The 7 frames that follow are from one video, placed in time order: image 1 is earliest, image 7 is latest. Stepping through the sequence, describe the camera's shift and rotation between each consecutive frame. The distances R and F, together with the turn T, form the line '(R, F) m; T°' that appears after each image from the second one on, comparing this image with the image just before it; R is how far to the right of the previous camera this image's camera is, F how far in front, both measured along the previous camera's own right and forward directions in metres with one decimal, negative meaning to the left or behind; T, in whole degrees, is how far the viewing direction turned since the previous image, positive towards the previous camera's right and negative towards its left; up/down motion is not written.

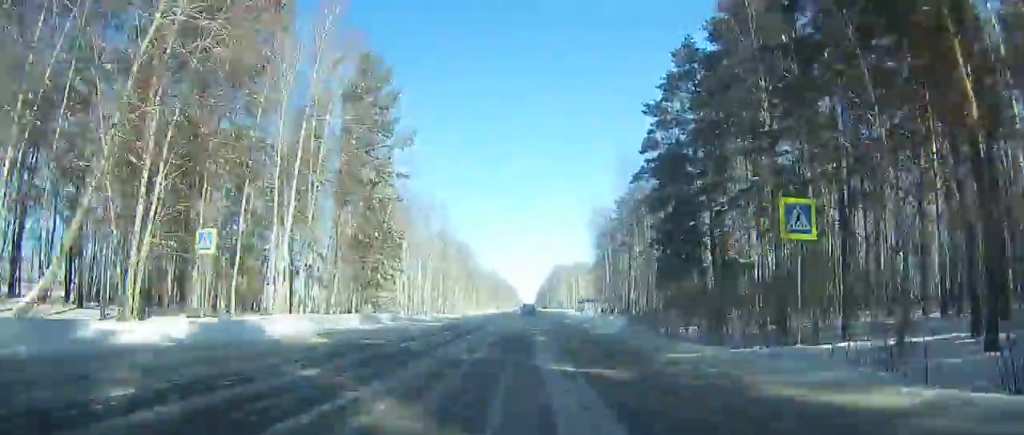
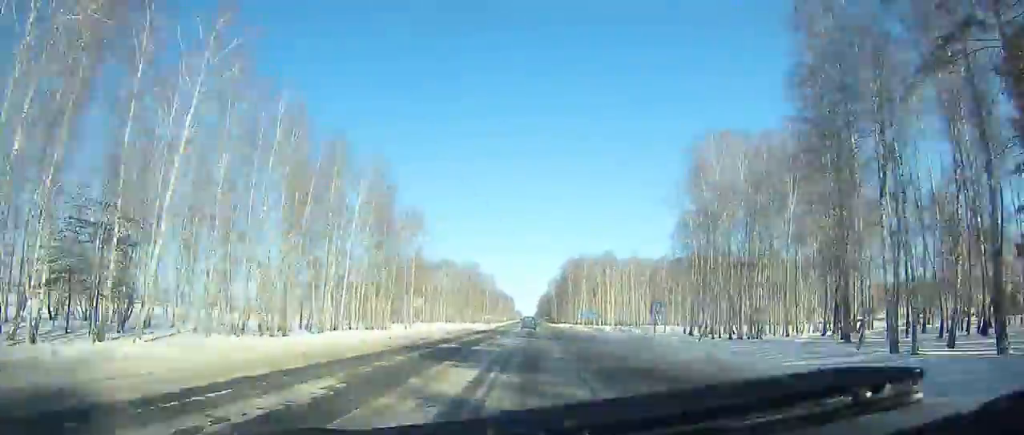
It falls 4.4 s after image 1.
(0.0, +93.3) m; 0°
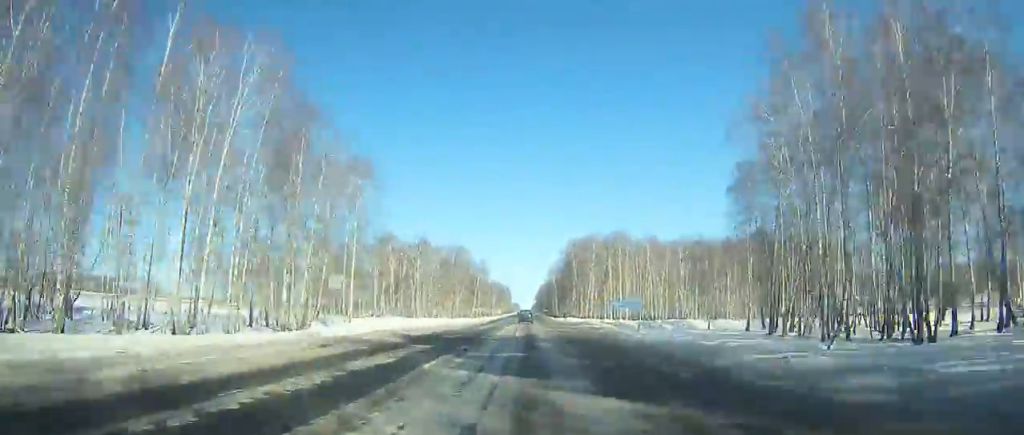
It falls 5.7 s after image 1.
(0.0, +27.5) m; 0°
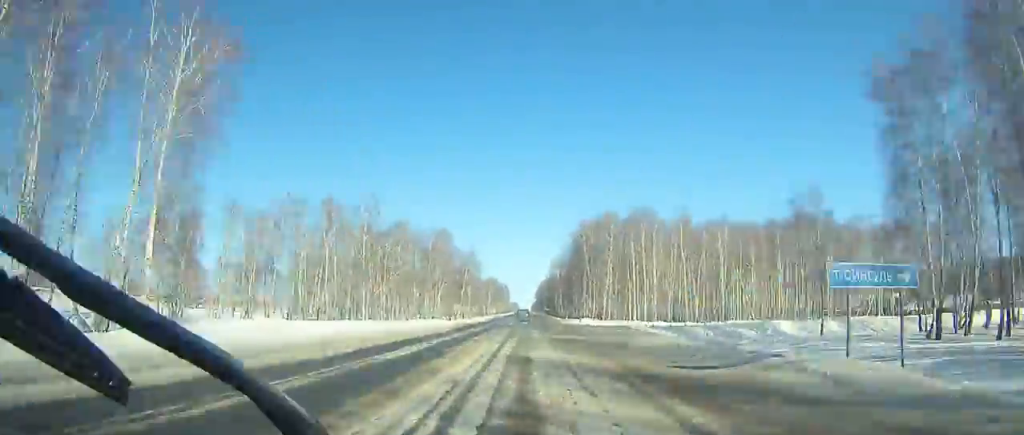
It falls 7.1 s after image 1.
(0.0, +29.9) m; 0°
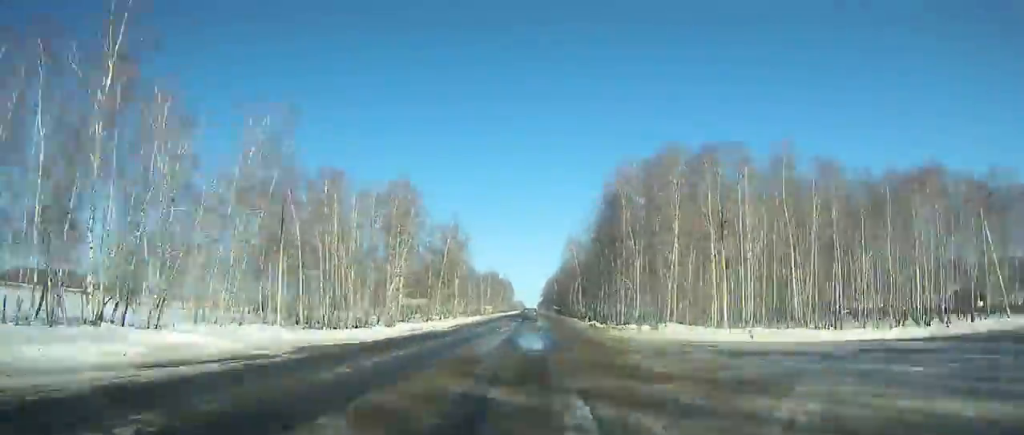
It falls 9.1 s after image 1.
(0.0, +42.8) m; 0°
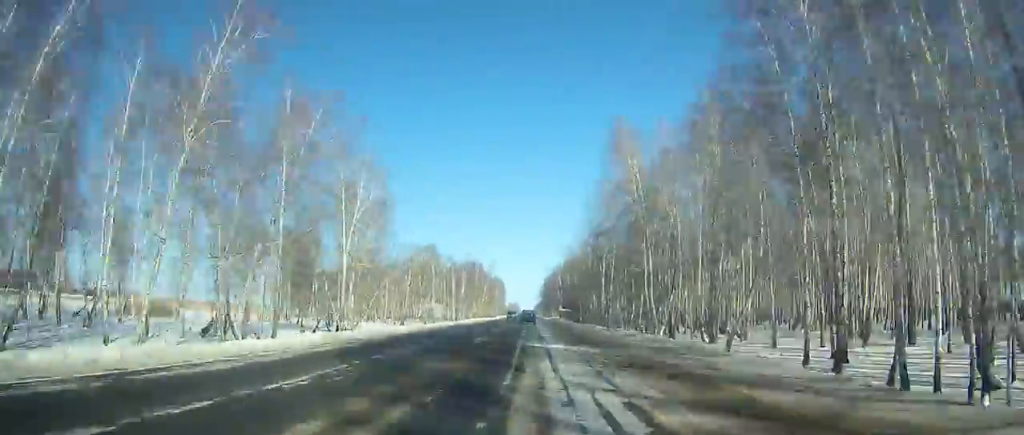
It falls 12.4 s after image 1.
(0.0, +71.5) m; 0°
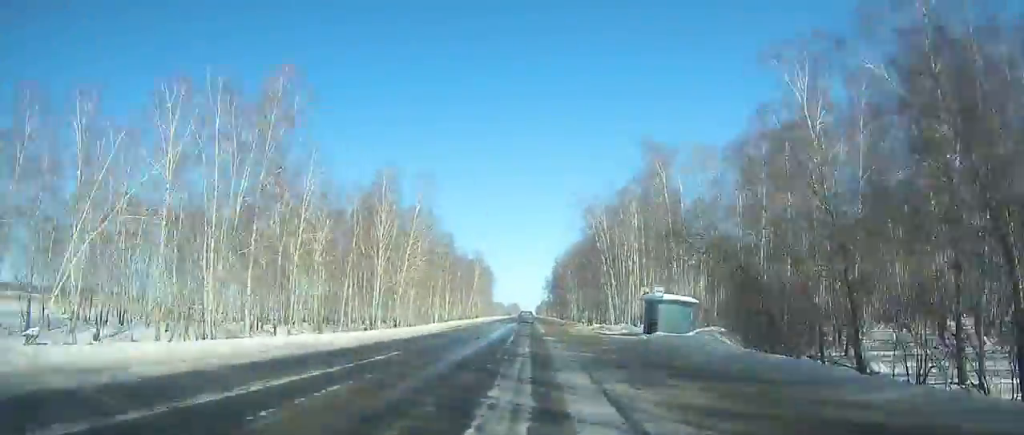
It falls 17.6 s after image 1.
(-0.6, +114.6) m; +2°
